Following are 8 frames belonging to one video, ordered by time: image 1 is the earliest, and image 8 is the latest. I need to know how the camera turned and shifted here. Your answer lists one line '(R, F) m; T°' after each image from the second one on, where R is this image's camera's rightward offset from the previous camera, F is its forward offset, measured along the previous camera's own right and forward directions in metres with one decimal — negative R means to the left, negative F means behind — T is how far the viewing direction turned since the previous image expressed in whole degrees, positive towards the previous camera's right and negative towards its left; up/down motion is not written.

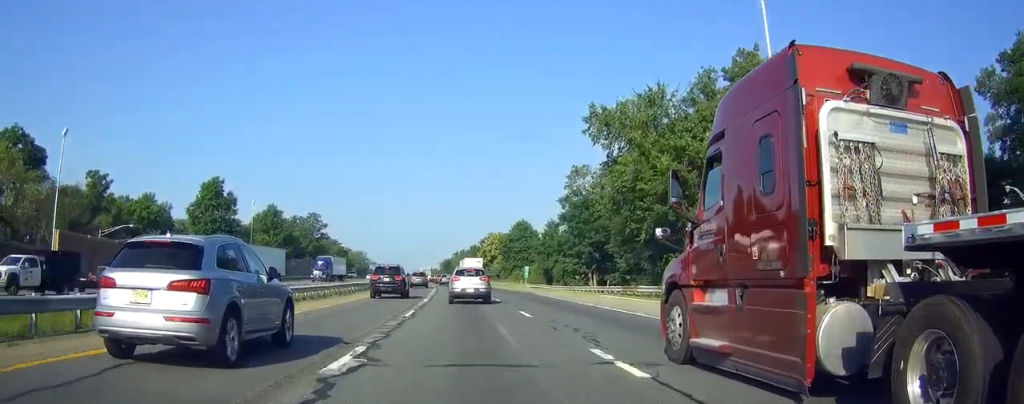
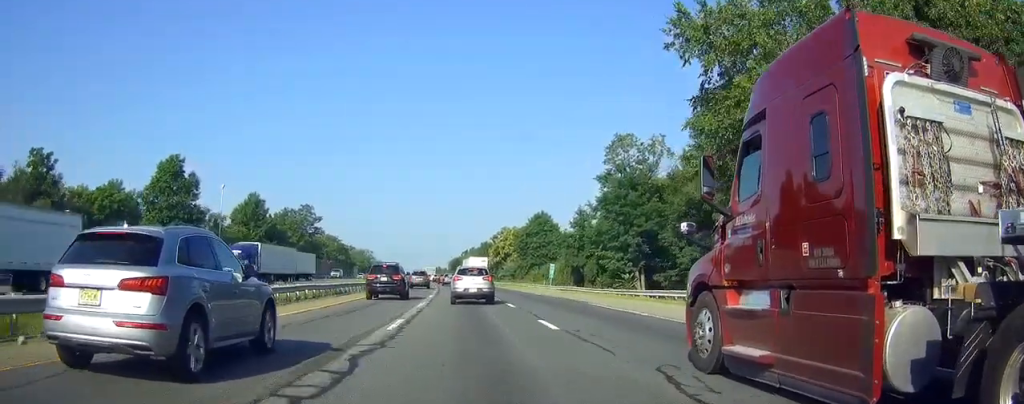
(-0.3, +18.7) m; -1°
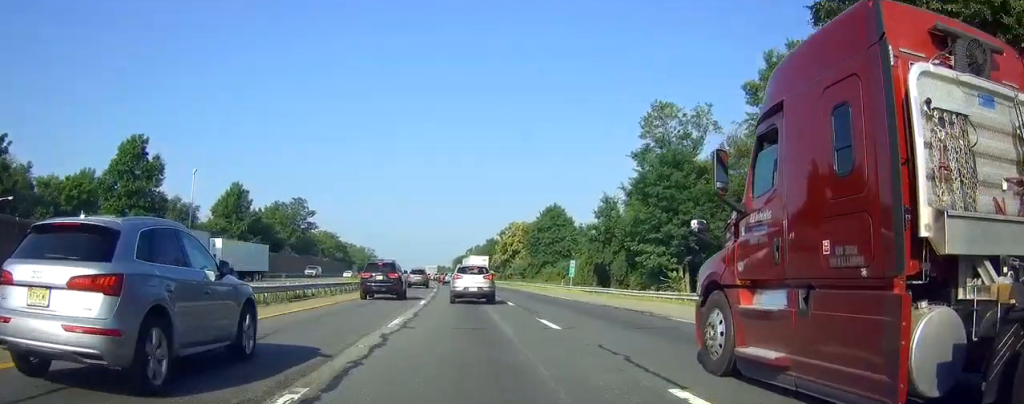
(-0.1, +12.3) m; 0°
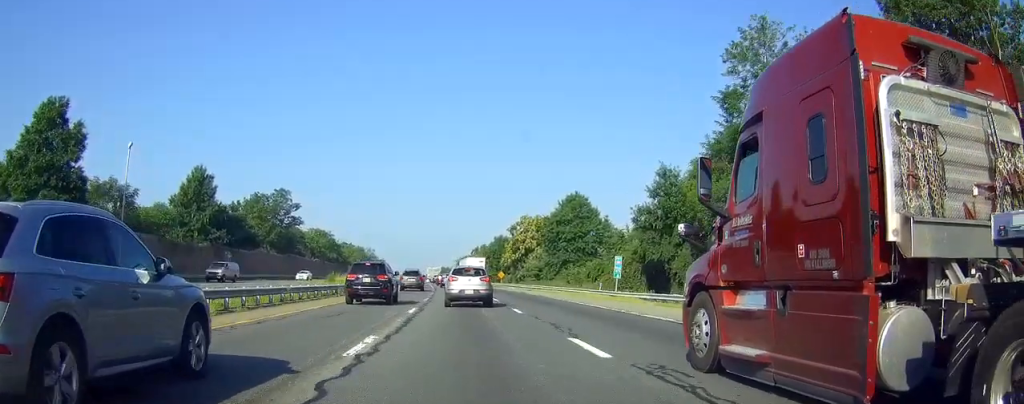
(0.0, +19.2) m; 0°
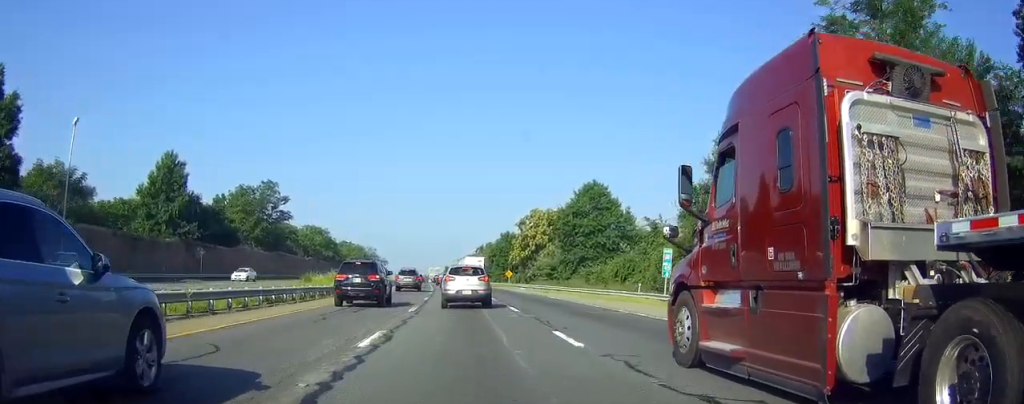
(-0.1, +11.9) m; 0°
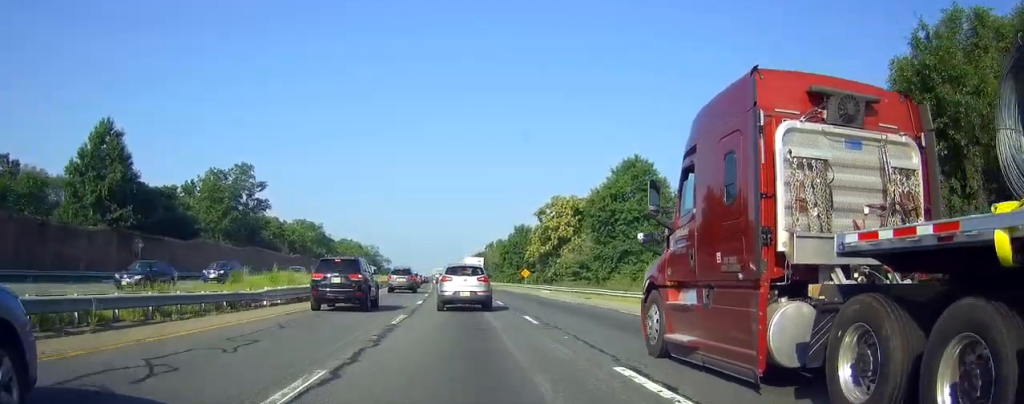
(0.0, +19.0) m; 0°
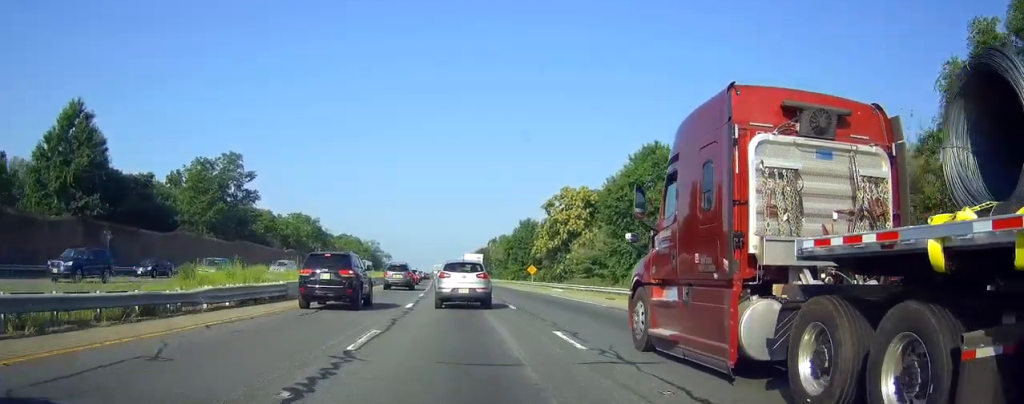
(0.0, +6.9) m; 0°
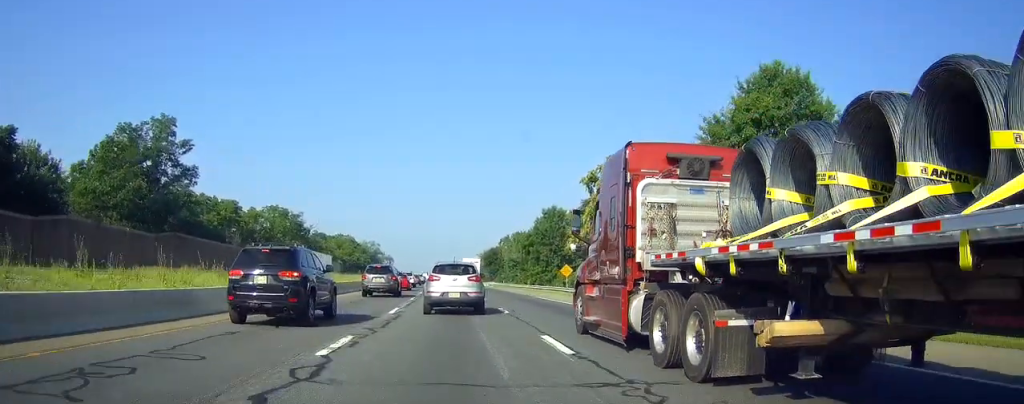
(-0.3, +26.7) m; -1°
